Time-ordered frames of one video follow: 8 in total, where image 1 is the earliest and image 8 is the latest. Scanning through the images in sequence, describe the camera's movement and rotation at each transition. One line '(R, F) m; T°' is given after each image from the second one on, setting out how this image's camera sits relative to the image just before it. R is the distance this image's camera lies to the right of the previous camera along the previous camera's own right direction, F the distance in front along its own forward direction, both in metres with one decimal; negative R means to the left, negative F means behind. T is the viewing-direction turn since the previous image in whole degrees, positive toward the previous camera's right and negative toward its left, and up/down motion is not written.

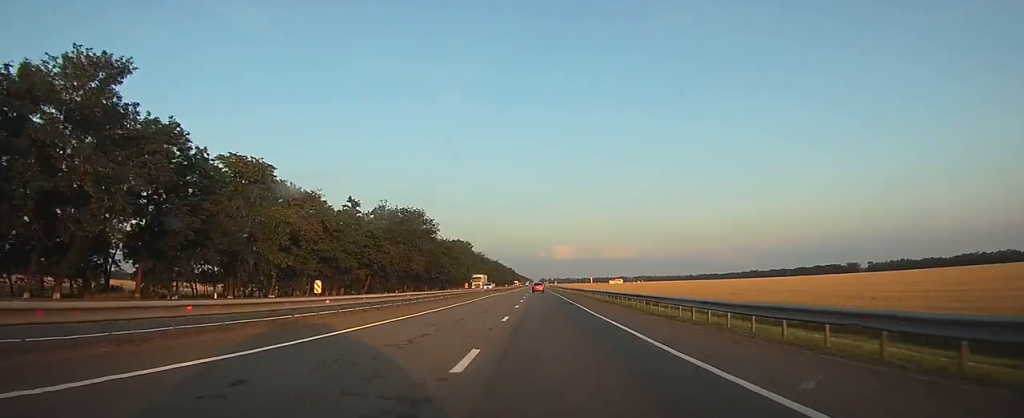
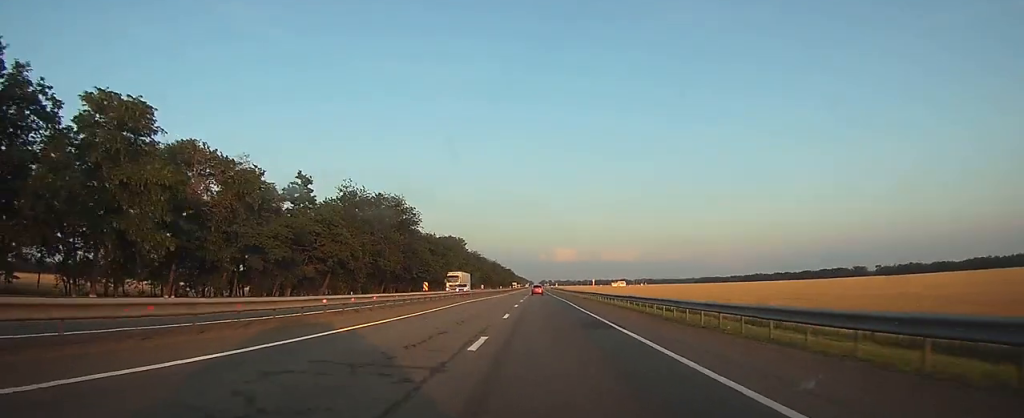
(-0.1, +21.0) m; 0°
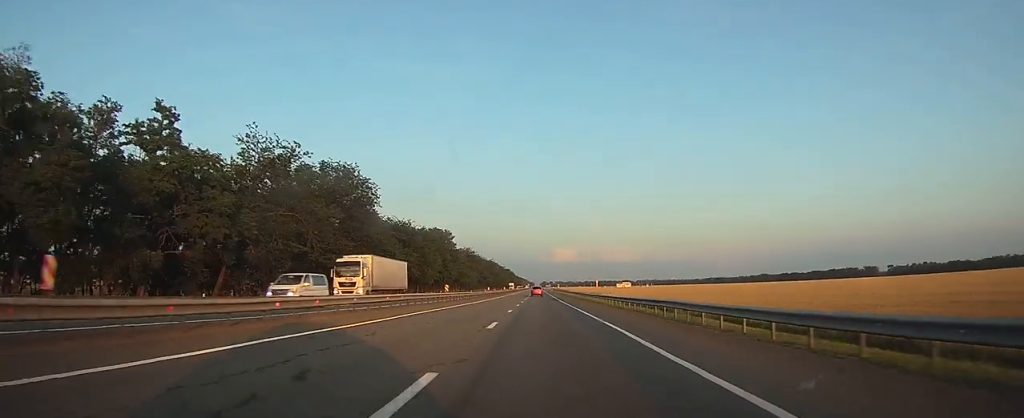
(0.0, +30.2) m; 0°
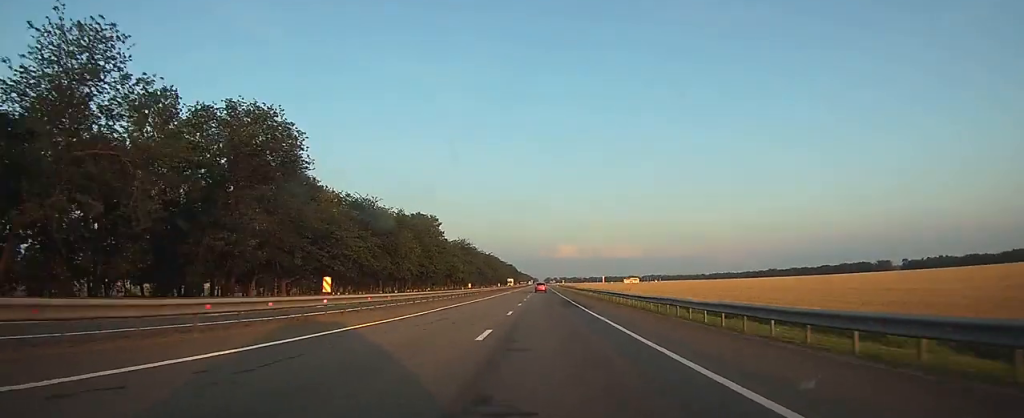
(0.0, +27.4) m; 0°
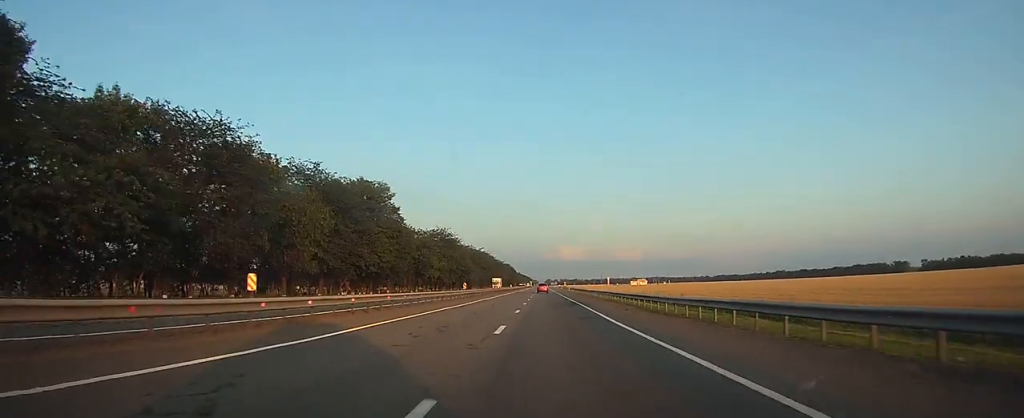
(-0.2, +45.6) m; -1°
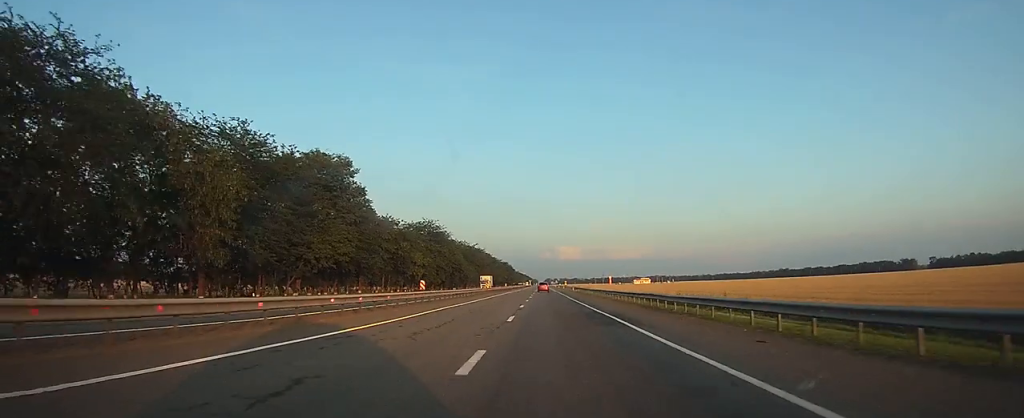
(0.0, +19.1) m; 0°
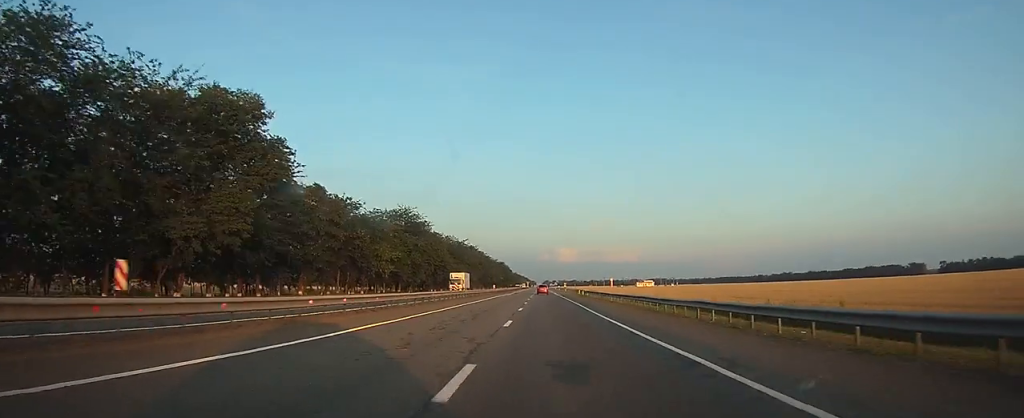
(0.0, +25.5) m; 0°
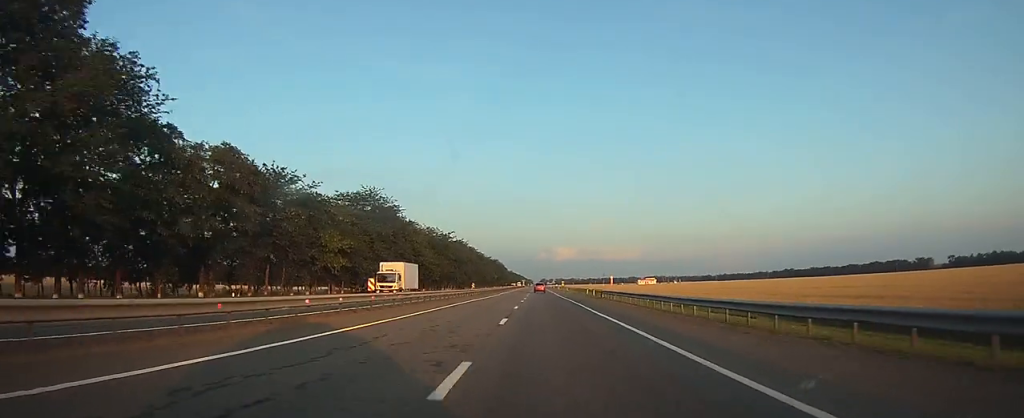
(0.0, +23.7) m; 0°
